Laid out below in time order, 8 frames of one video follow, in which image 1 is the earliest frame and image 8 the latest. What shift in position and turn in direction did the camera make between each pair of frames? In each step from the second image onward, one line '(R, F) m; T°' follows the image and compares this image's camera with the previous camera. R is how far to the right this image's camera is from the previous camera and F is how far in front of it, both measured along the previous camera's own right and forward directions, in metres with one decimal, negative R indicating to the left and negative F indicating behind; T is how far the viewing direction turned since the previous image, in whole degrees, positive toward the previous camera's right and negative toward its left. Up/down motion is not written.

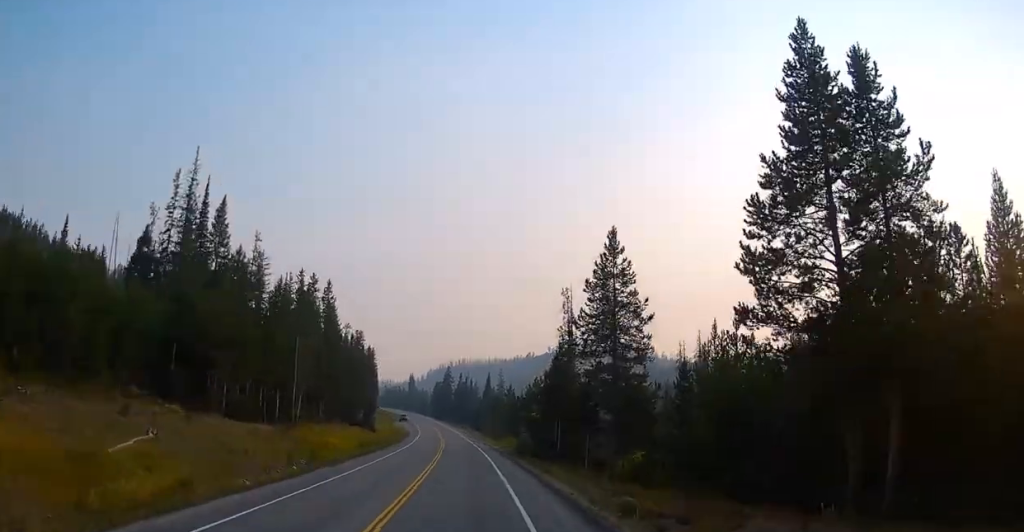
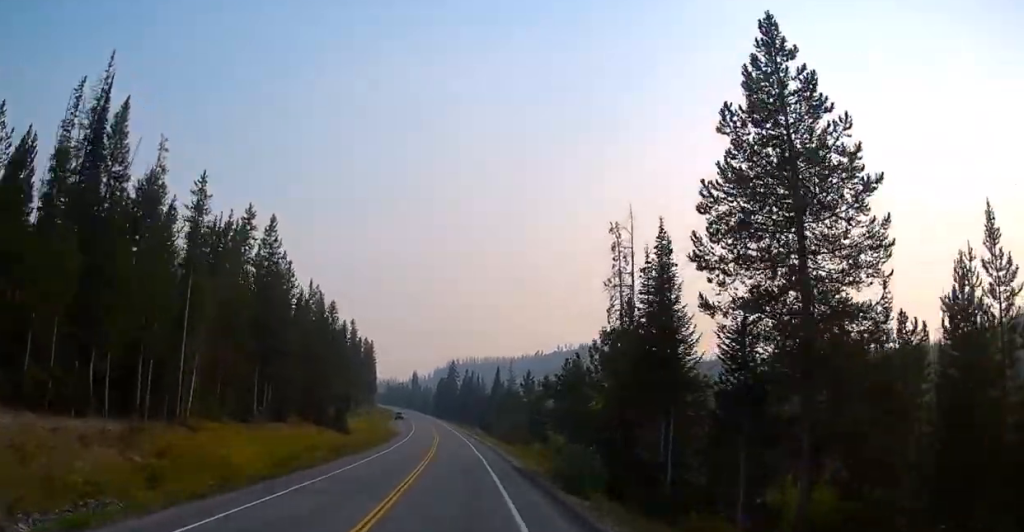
(0.0, +24.6) m; 0°
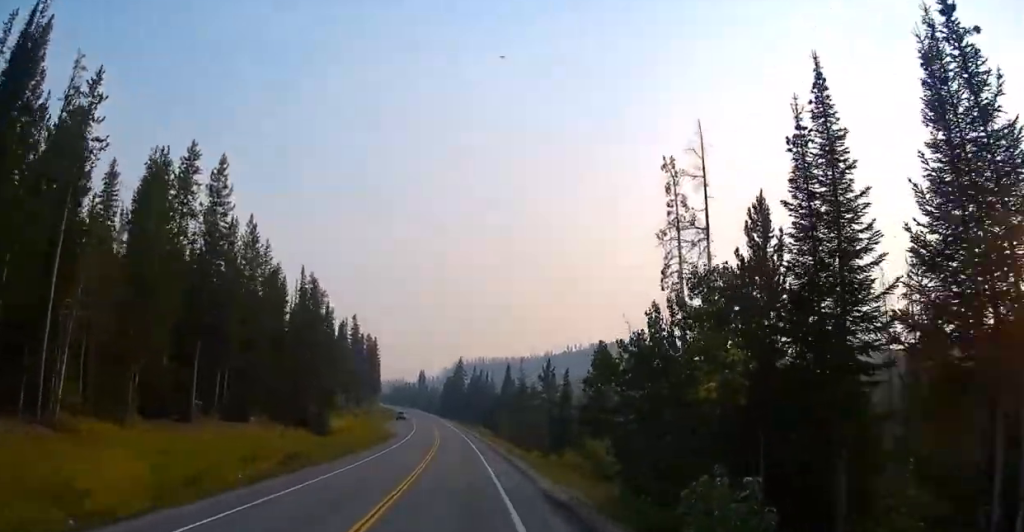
(0.0, +13.5) m; 0°
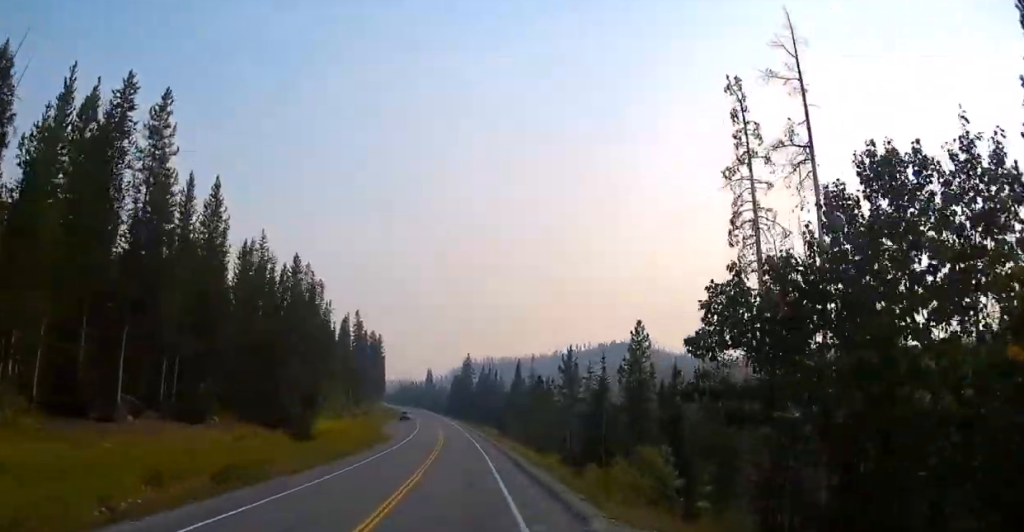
(0.0, +9.7) m; 0°
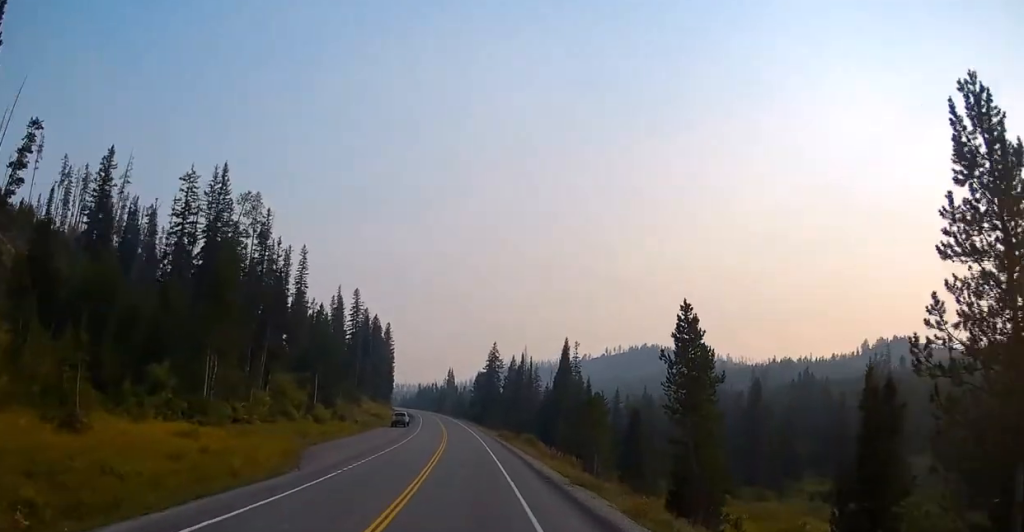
(-2.1, +44.2) m; -4°
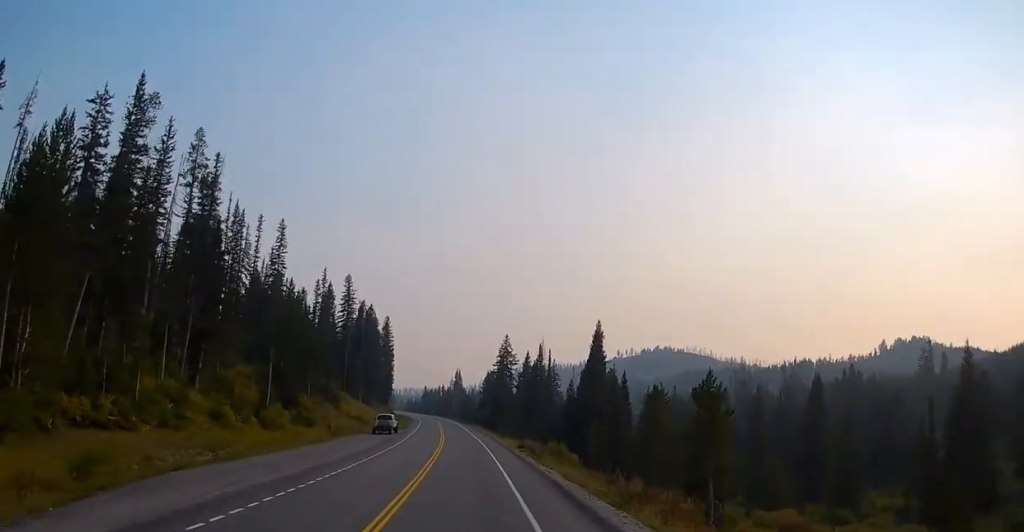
(+0.3, +23.6) m; +1°
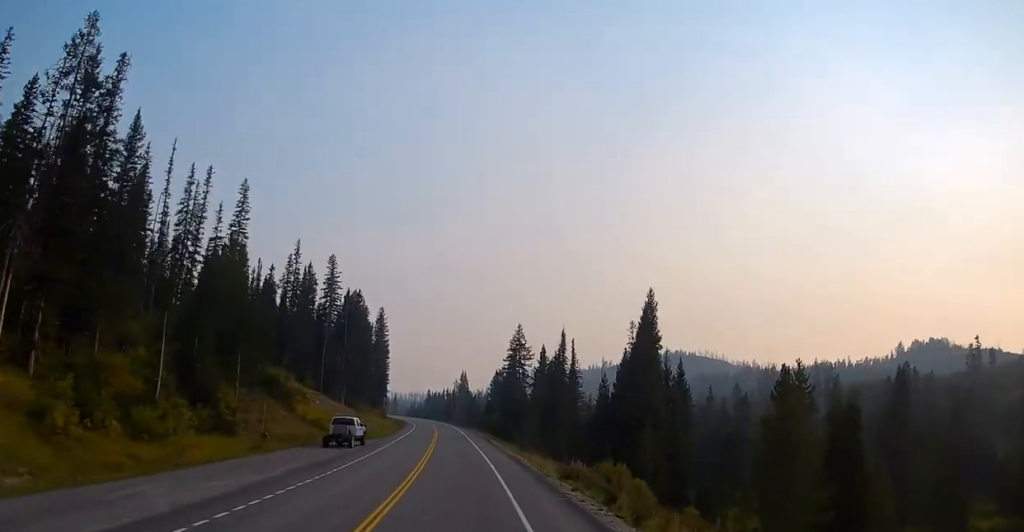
(0.0, +25.0) m; 0°
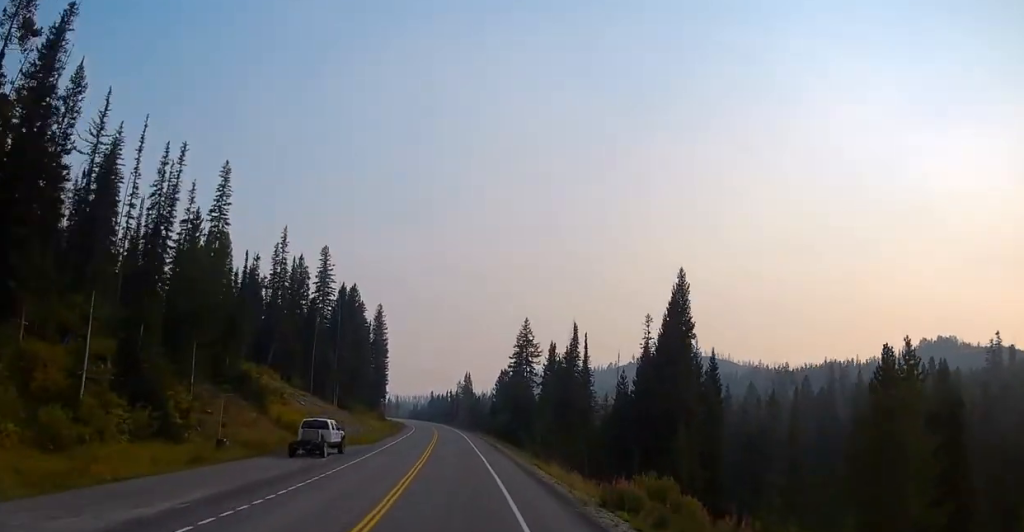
(0.0, +9.5) m; 0°
